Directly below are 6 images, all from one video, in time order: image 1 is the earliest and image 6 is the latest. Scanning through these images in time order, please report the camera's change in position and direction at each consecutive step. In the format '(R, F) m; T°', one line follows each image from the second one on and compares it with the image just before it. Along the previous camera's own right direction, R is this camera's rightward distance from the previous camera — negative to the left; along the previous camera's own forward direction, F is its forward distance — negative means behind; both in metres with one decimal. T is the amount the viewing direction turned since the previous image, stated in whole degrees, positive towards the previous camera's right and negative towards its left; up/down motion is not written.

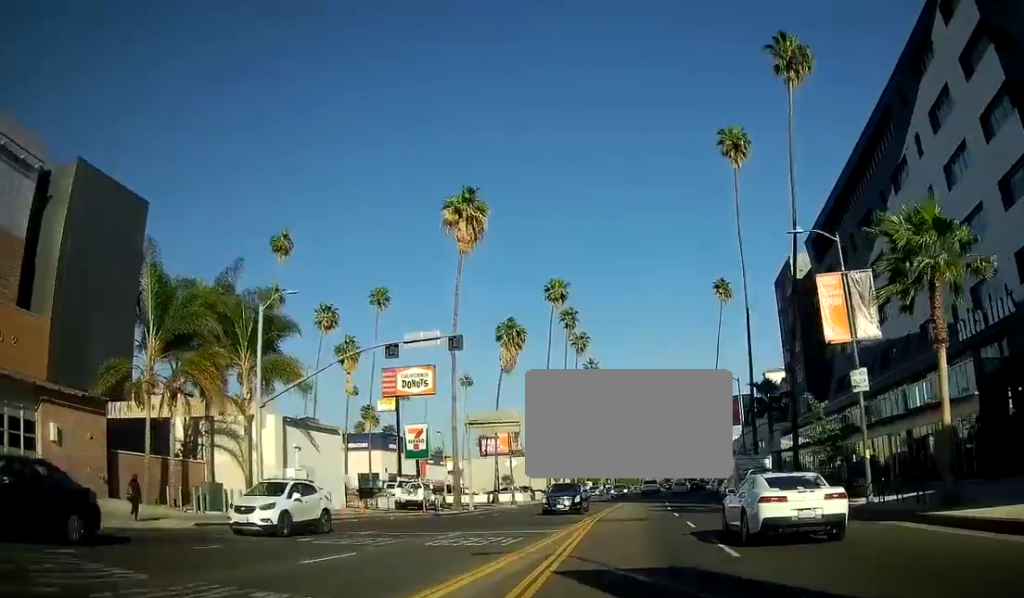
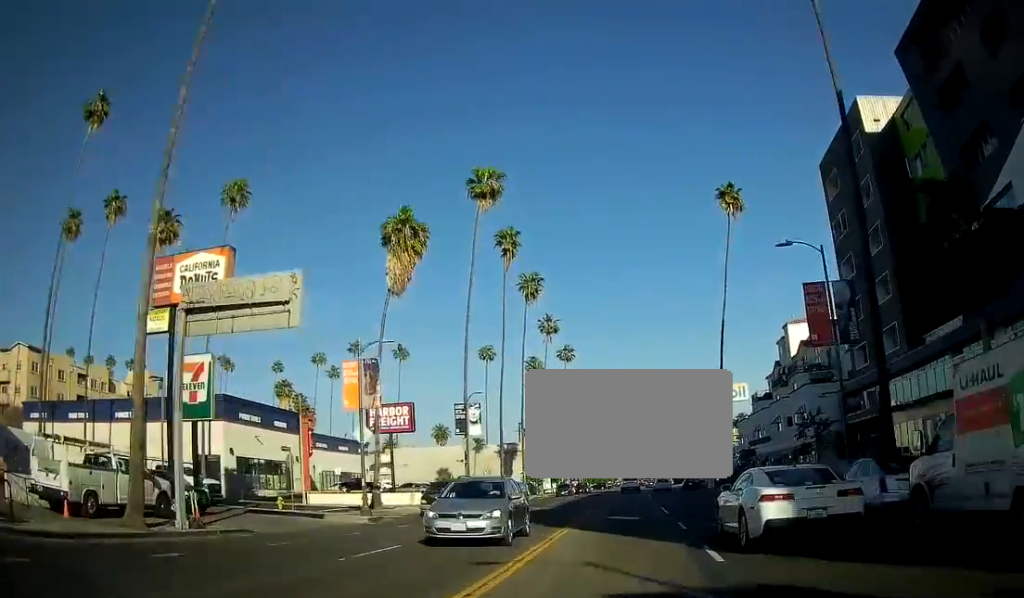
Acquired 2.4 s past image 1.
(+1.2, +32.3) m; +3°
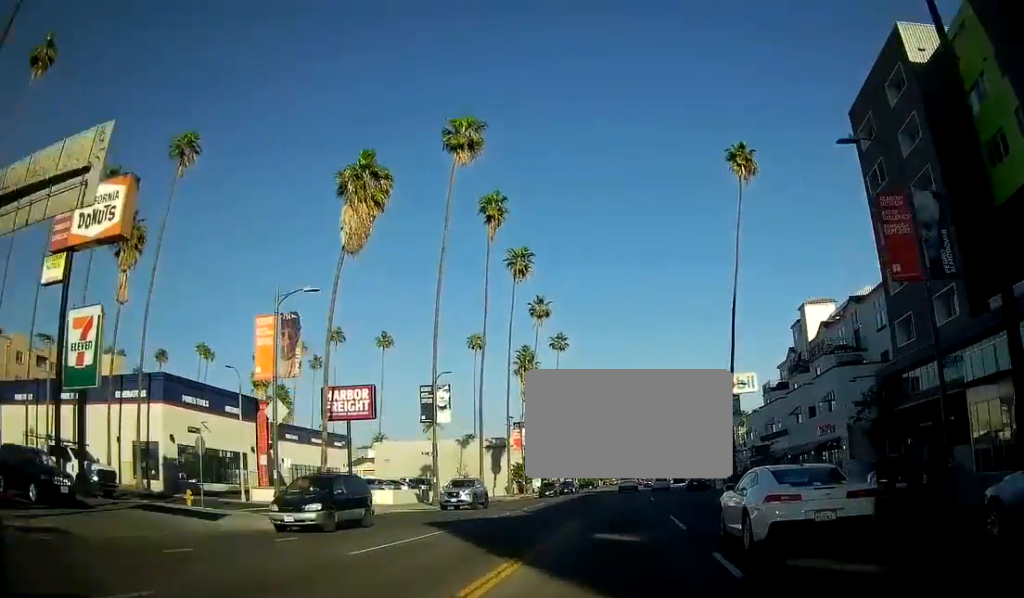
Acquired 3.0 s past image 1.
(0.0, +8.7) m; 0°
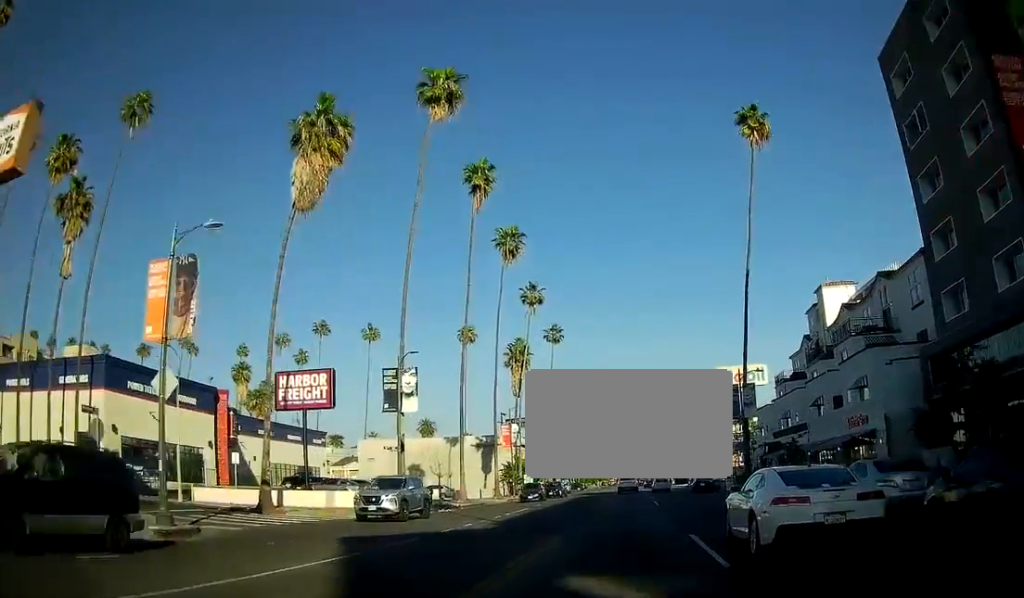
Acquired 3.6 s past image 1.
(+0.1, +6.8) m; 0°
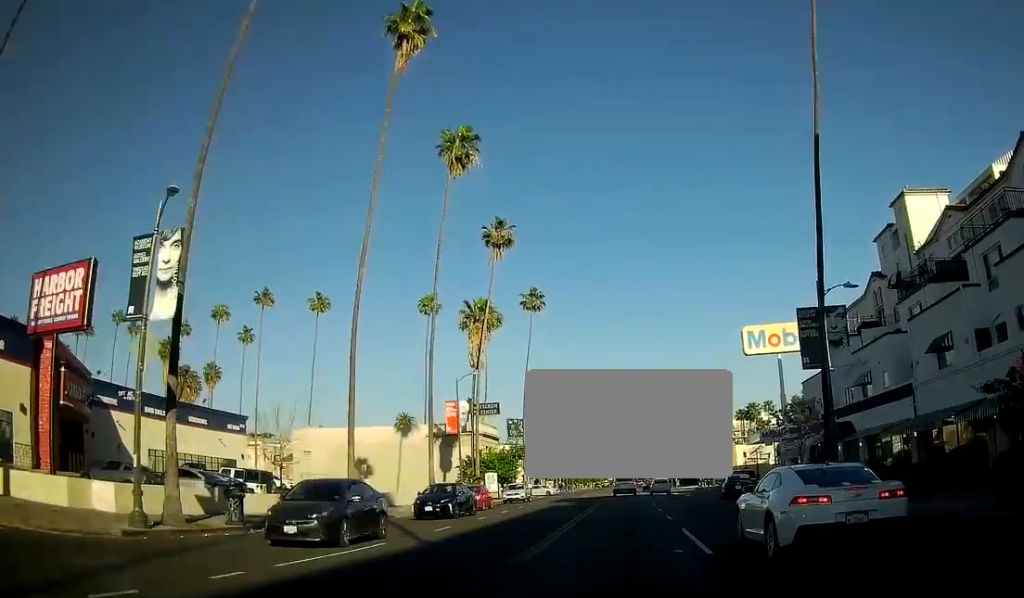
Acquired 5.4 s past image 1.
(-0.1, +22.1) m; +1°
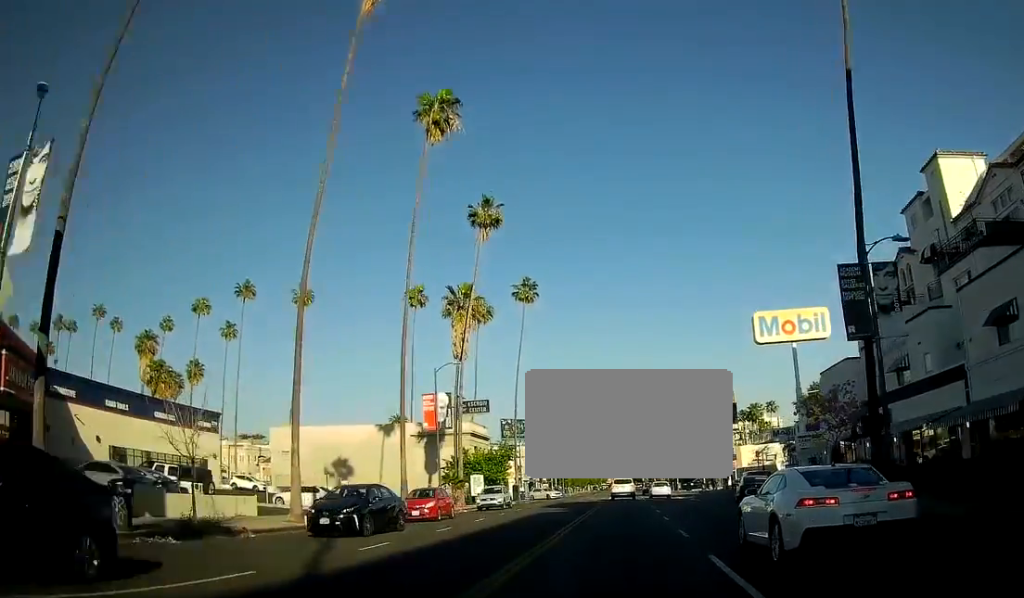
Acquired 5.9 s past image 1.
(+0.1, +5.7) m; +1°
